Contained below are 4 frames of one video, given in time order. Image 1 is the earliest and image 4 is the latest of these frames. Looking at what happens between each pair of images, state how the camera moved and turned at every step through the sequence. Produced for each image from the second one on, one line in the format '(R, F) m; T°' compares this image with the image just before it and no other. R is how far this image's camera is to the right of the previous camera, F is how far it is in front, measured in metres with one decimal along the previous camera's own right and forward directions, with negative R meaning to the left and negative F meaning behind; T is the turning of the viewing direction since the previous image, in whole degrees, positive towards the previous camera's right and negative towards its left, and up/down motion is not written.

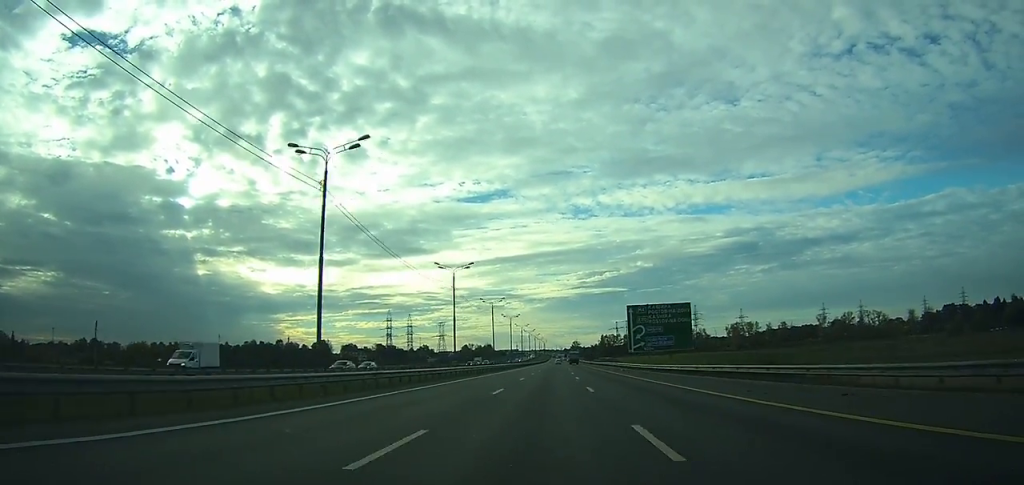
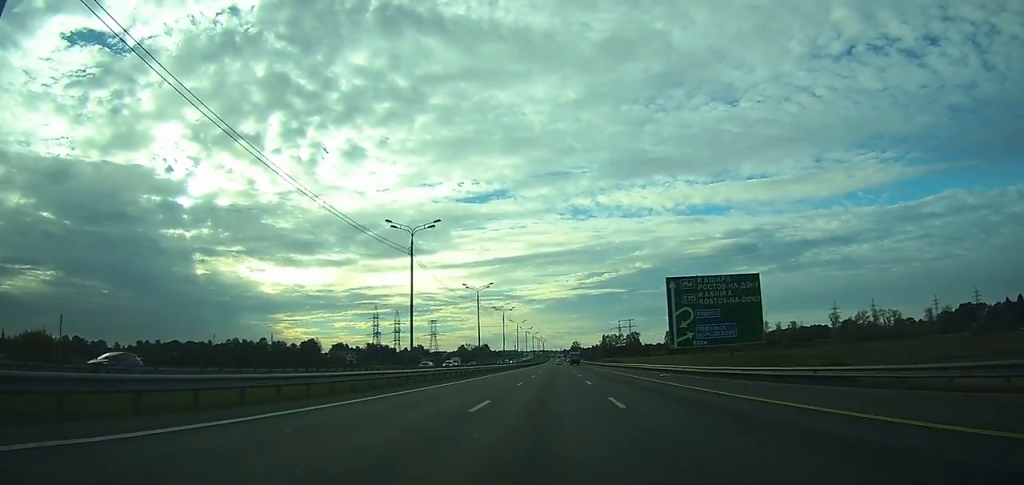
(0.0, +26.0) m; 0°
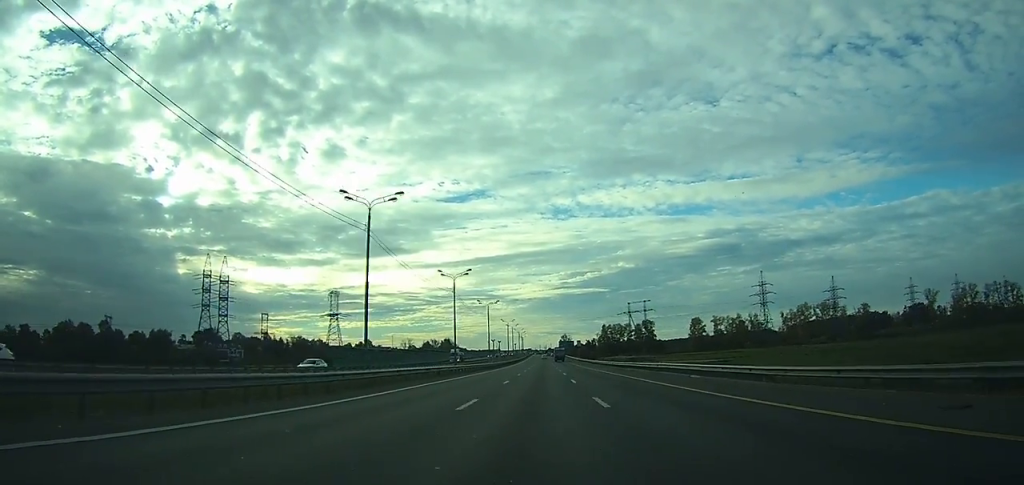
(+1.8, +136.1) m; +1°
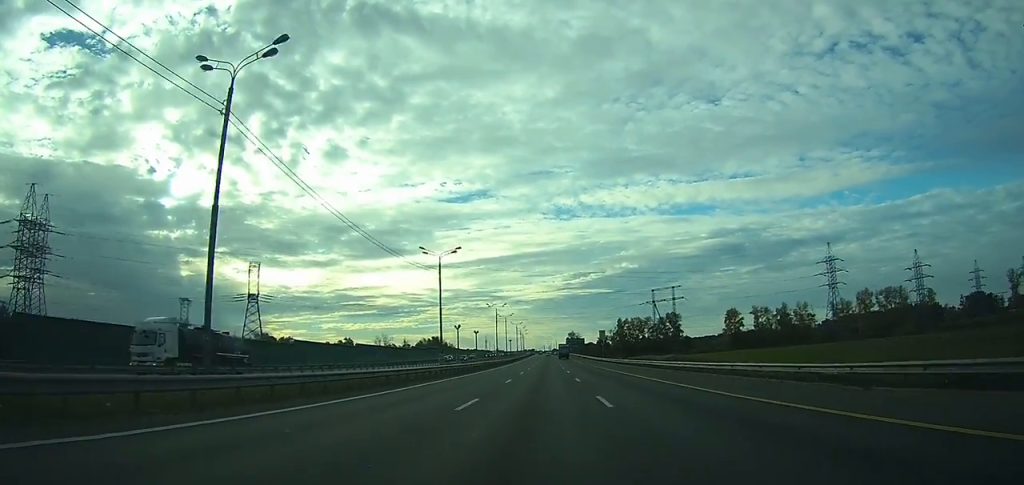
(-0.2, +61.1) m; -1°
